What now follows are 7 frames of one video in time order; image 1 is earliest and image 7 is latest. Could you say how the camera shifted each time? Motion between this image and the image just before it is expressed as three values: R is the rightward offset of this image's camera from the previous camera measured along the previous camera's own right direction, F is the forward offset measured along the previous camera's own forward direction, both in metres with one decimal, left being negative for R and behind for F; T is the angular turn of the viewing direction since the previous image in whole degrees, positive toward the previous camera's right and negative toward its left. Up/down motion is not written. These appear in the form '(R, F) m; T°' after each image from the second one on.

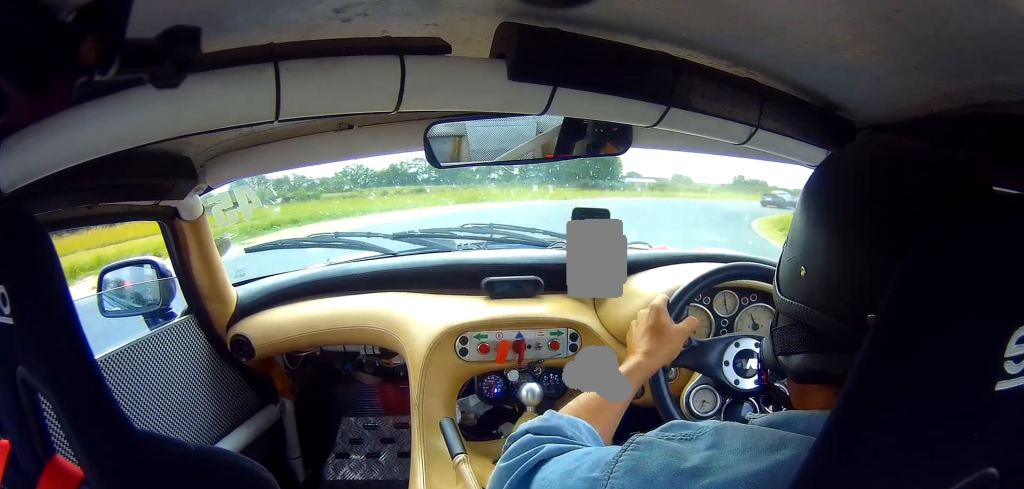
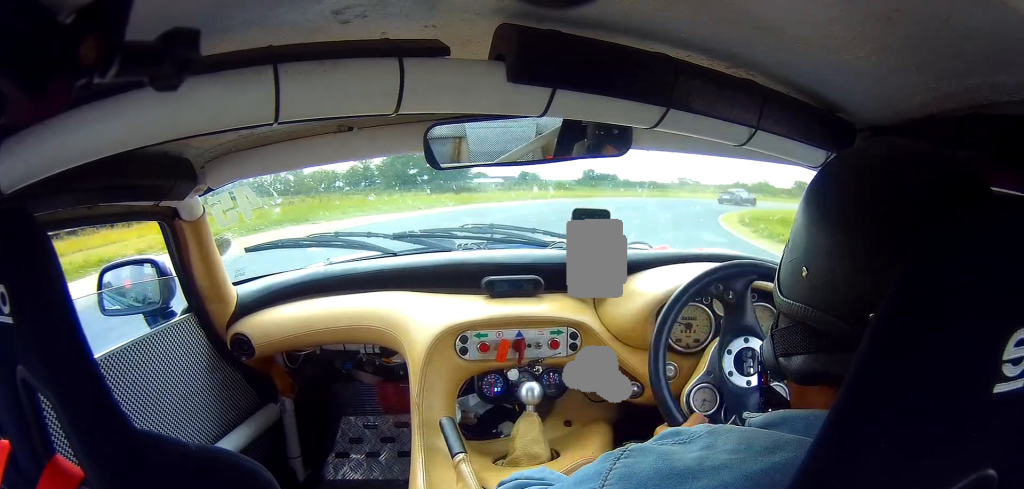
(+0.2, +8.7) m; +13°
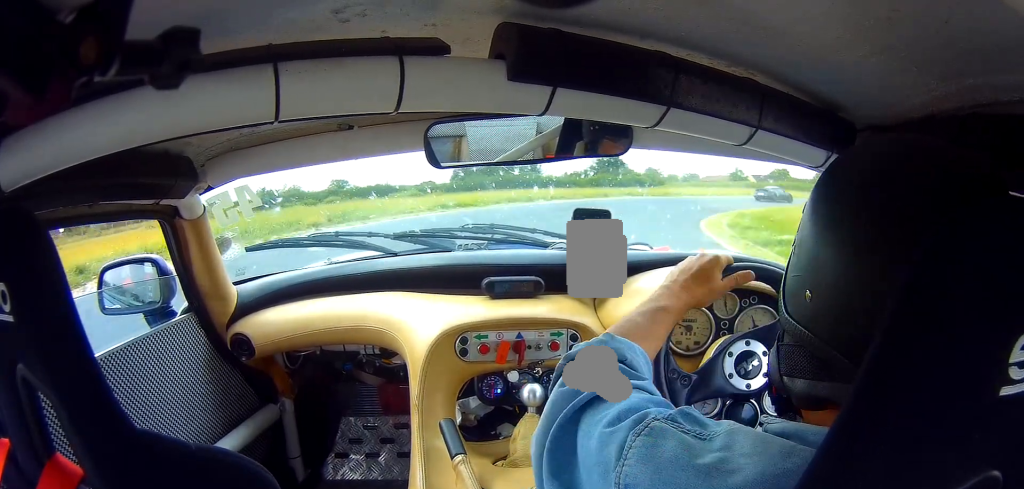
(+19.4, +38.8) m; +50°
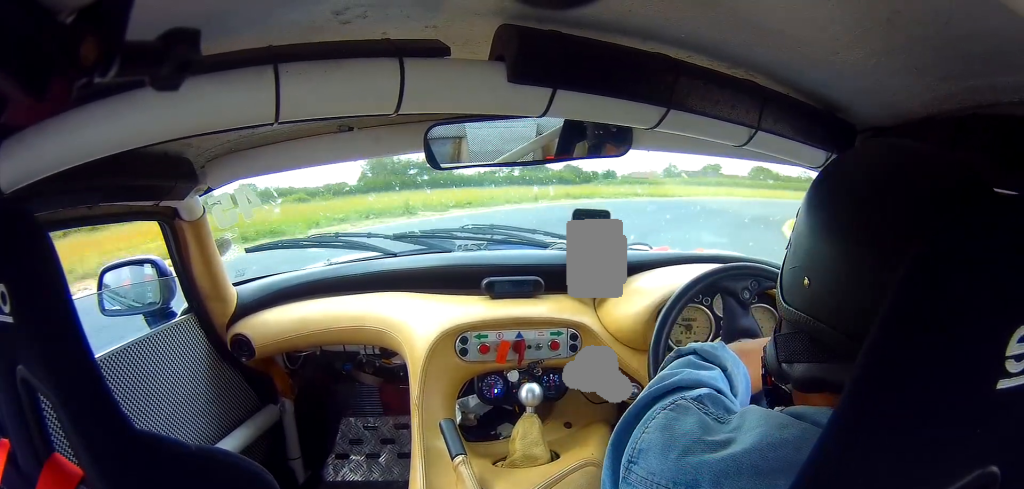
(+1.9, +13.1) m; +14°
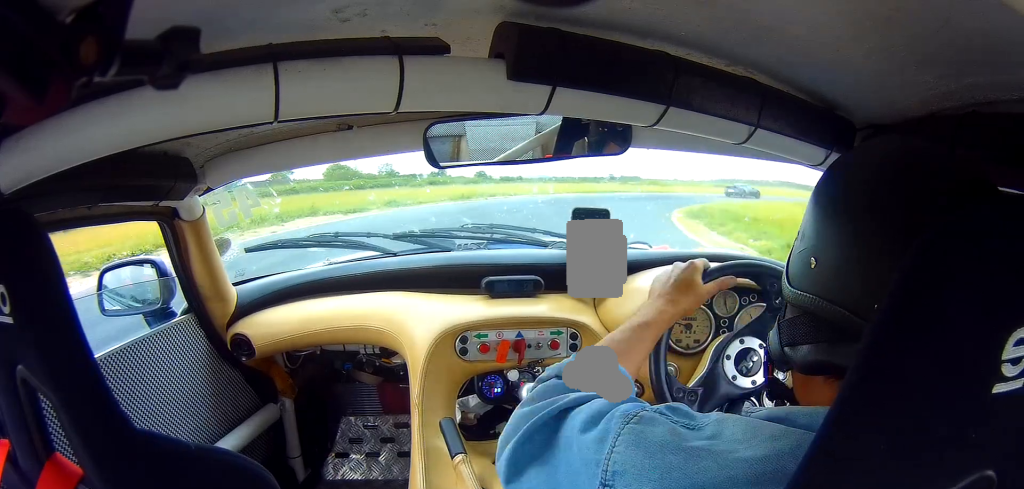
(+6.7, +26.9) m; +30°
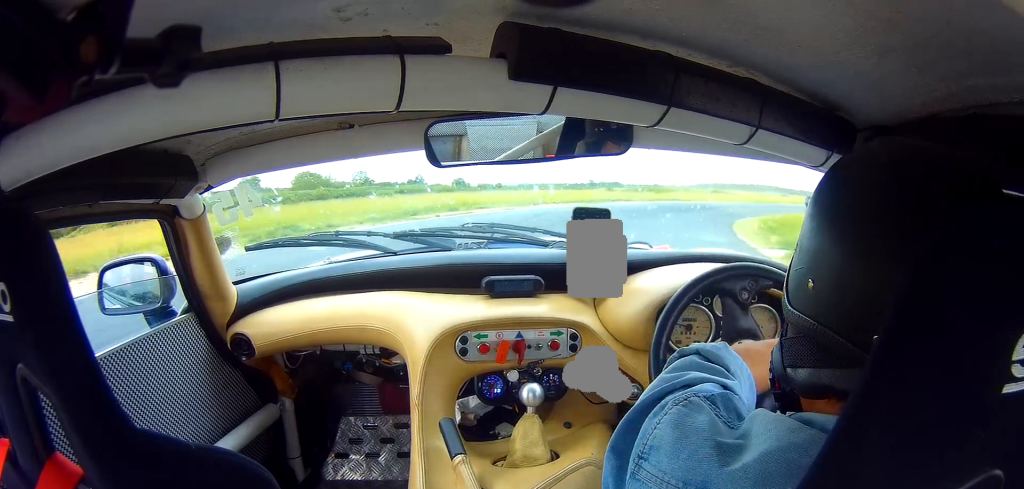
(+1.5, +9.6) m; +10°
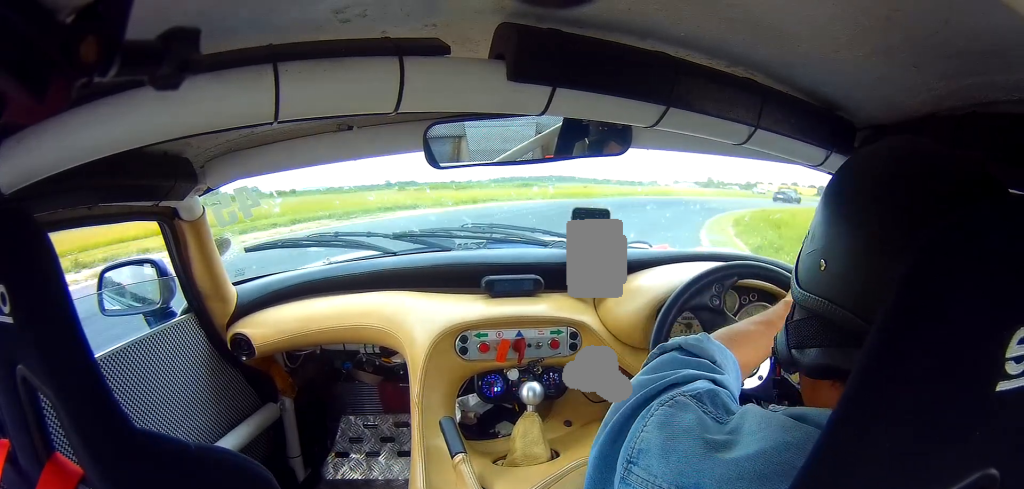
(+1.1, +15.6) m; +17°
